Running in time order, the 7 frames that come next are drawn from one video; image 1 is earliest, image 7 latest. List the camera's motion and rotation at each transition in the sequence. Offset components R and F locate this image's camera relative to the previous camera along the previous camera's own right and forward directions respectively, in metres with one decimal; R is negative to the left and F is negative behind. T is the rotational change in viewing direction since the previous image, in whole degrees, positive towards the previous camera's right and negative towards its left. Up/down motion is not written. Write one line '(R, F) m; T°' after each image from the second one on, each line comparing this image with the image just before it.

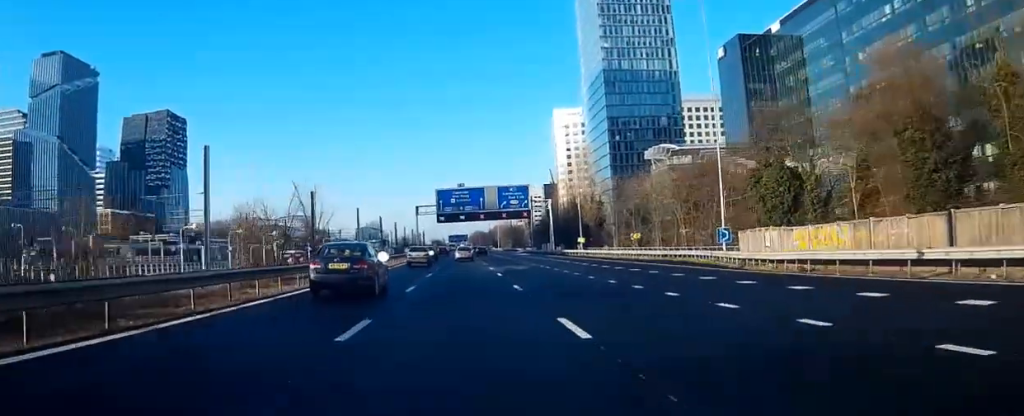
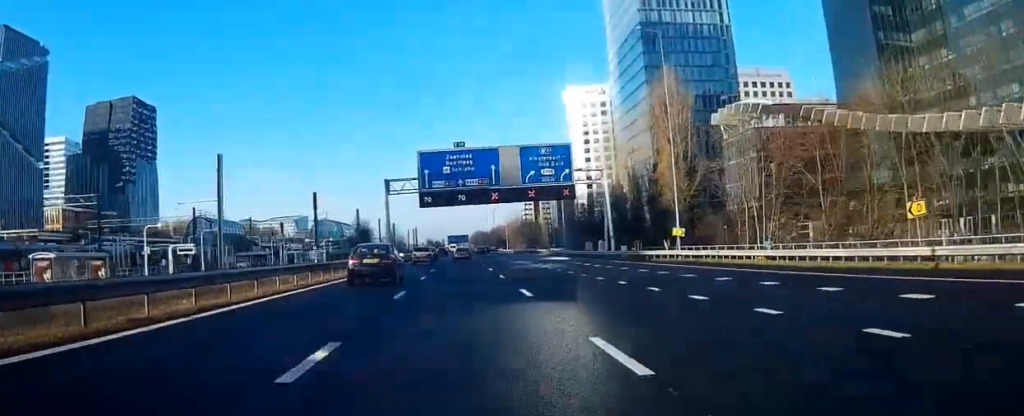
(-0.4, +50.7) m; -1°
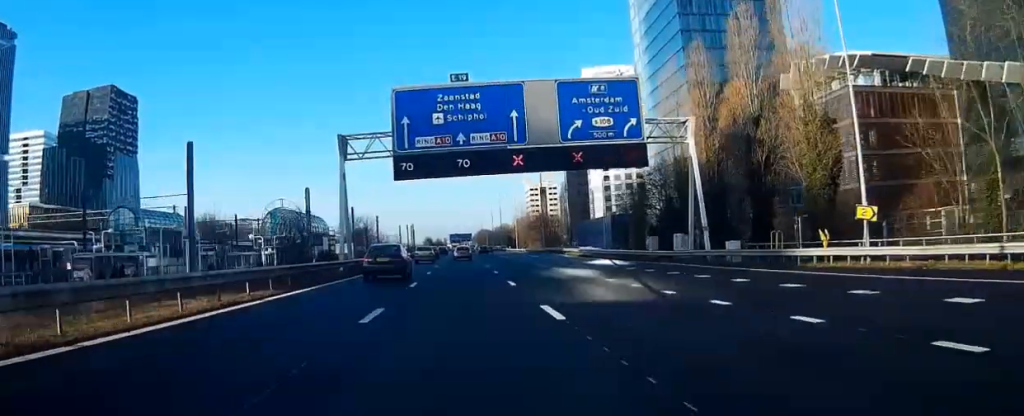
(-0.2, +30.2) m; 0°
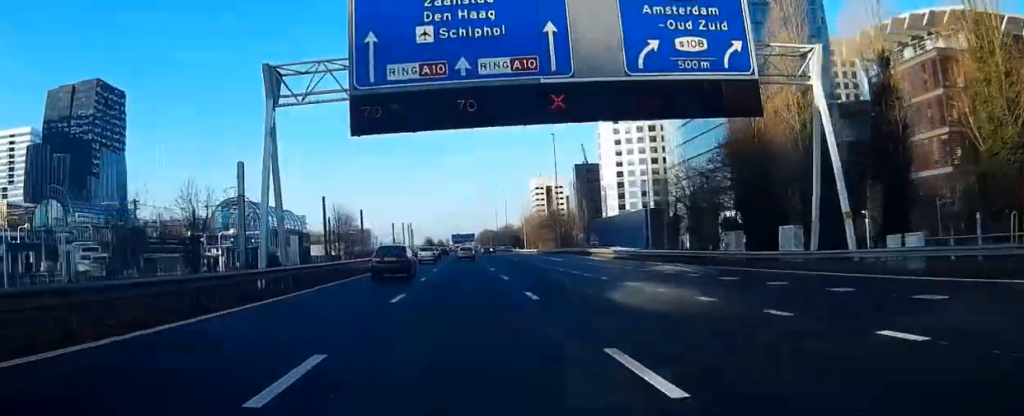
(0.0, +19.1) m; 0°
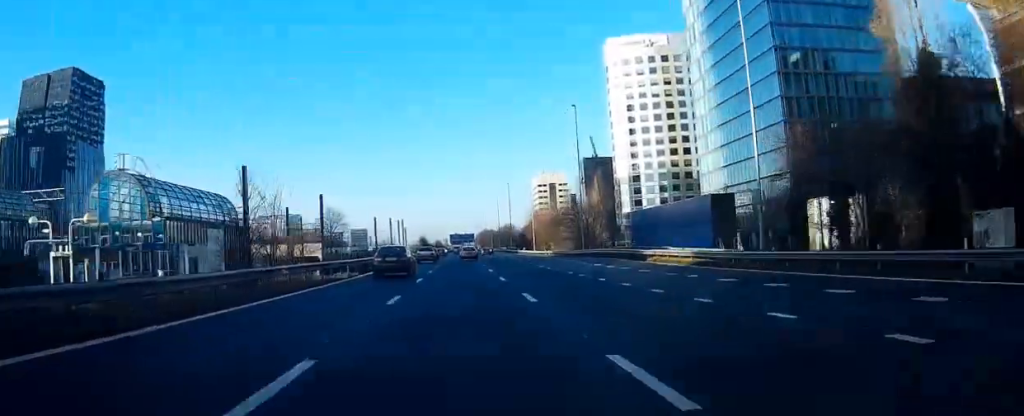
(-0.1, +24.5) m; 0°
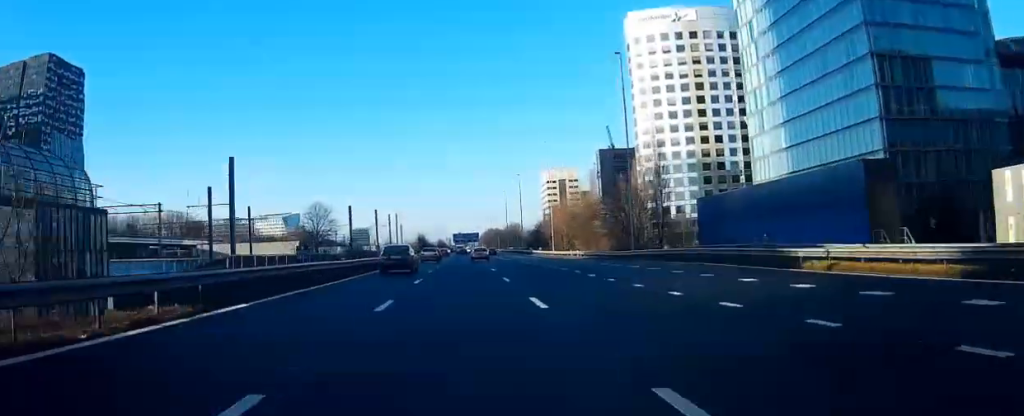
(+0.2, +26.1) m; +1°
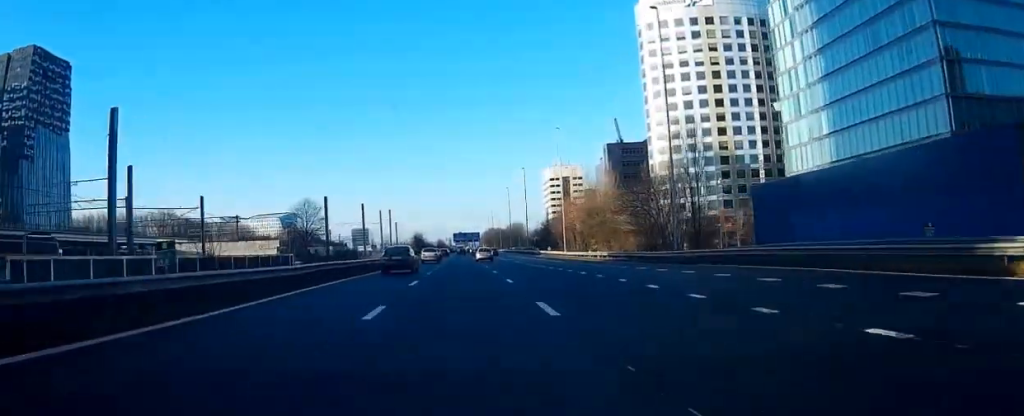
(0.0, +13.8) m; 0°
